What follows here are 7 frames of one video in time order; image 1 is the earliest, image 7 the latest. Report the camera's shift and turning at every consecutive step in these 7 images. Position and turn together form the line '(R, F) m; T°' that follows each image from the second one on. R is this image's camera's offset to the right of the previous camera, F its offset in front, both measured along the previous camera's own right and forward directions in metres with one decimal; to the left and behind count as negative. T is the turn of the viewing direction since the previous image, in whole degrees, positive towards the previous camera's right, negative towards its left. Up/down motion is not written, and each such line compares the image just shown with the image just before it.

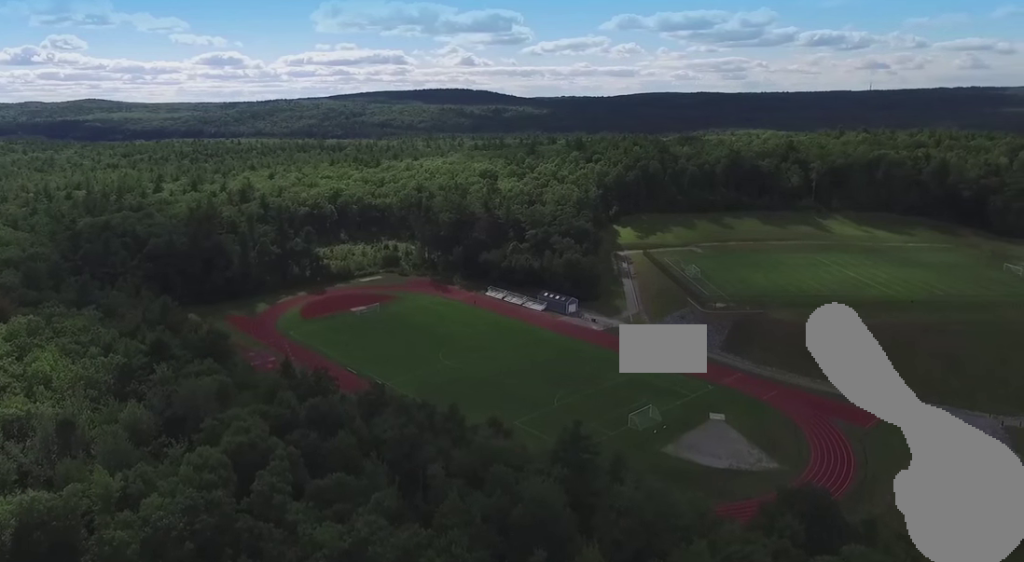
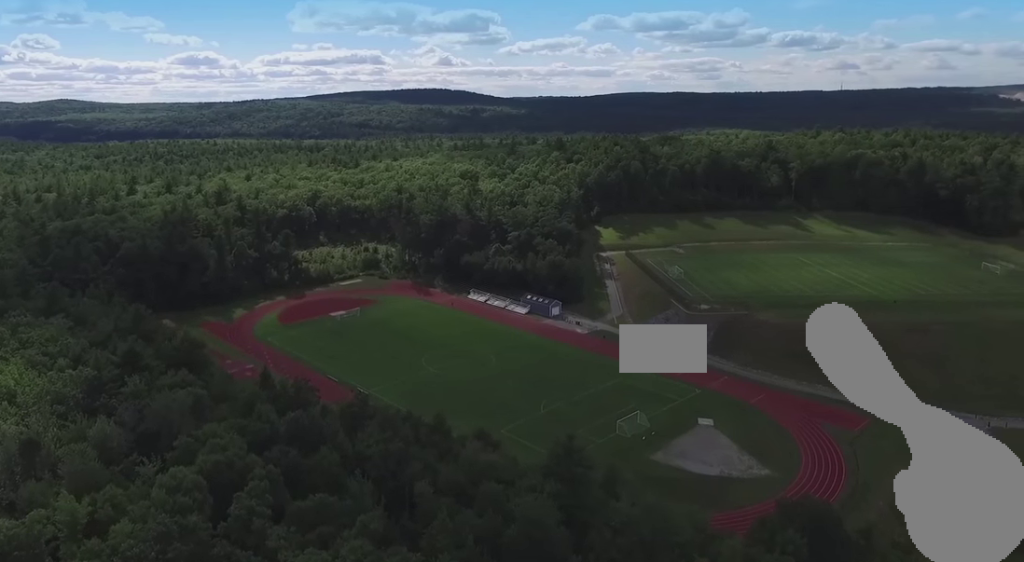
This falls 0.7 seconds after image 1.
(+0.1, +4.8) m; +1°
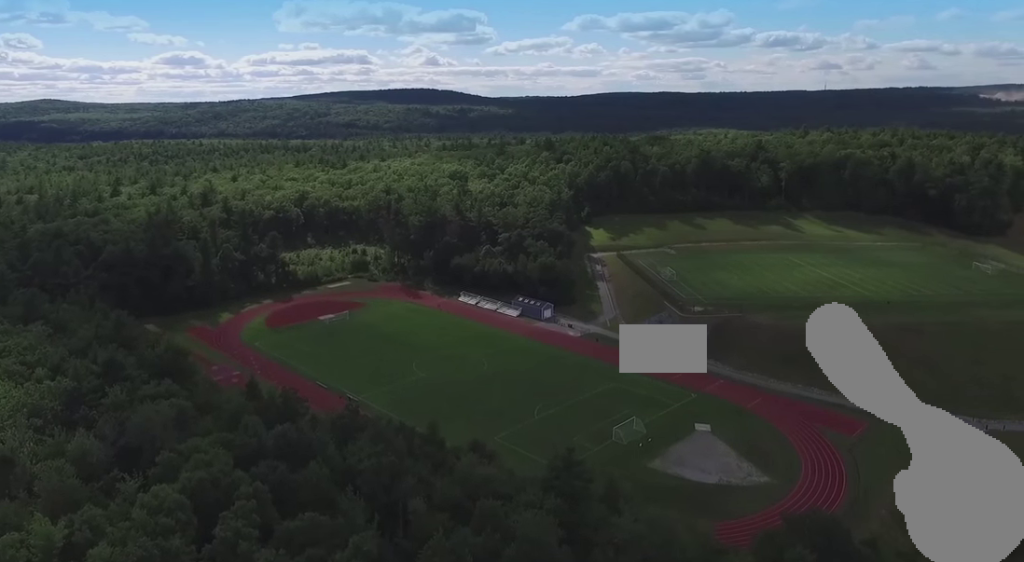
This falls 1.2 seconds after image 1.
(0.0, +4.0) m; +1°
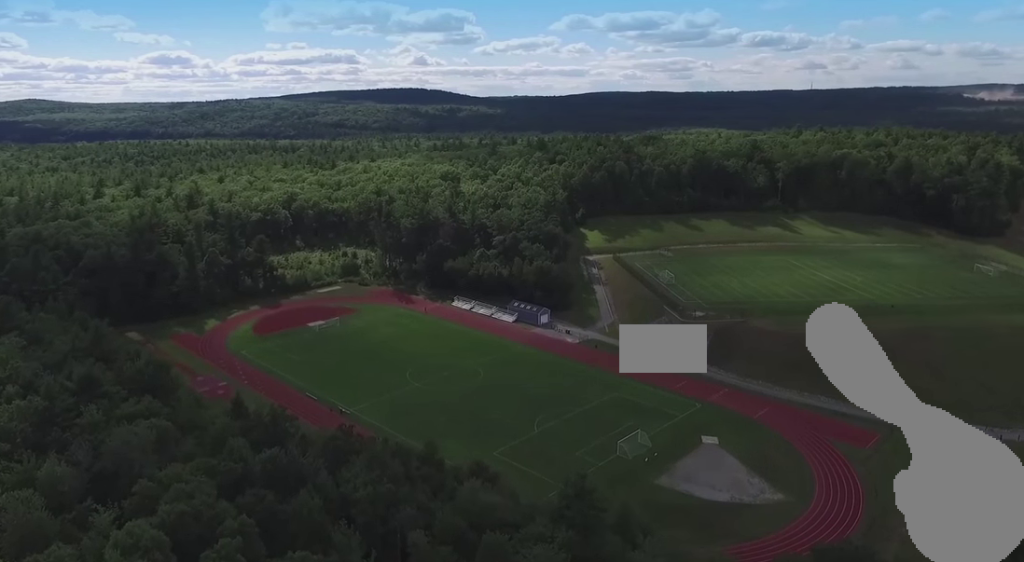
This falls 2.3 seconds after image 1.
(+0.1, +7.0) m; +1°
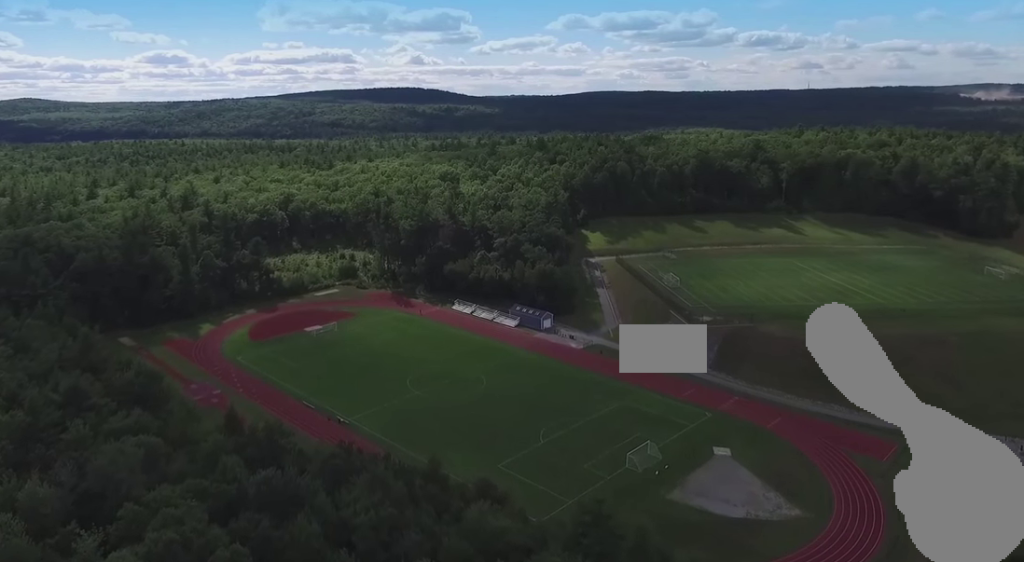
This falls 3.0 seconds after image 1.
(0.0, +5.1) m; +2°
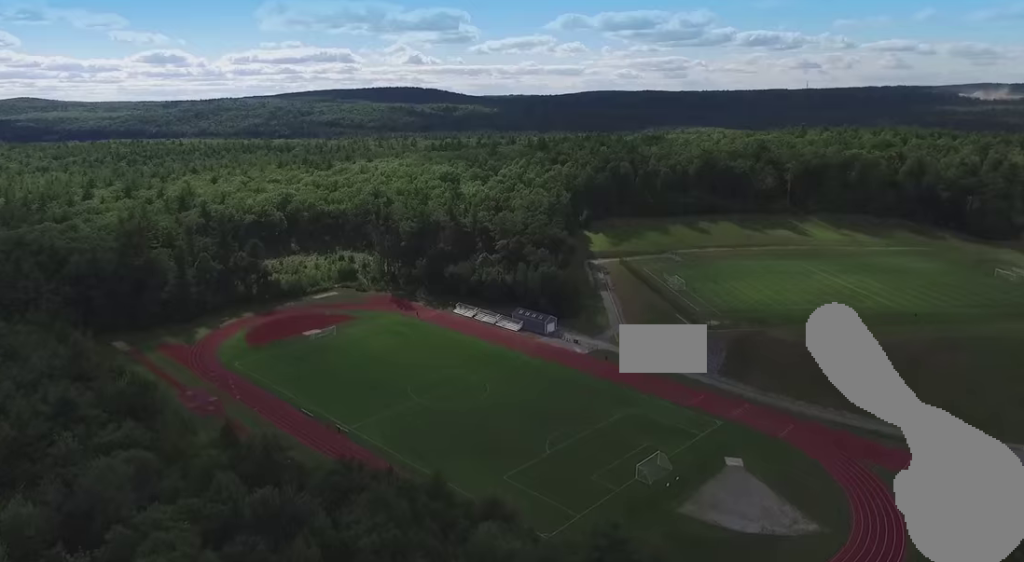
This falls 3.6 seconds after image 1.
(+0.1, +4.8) m; +2°
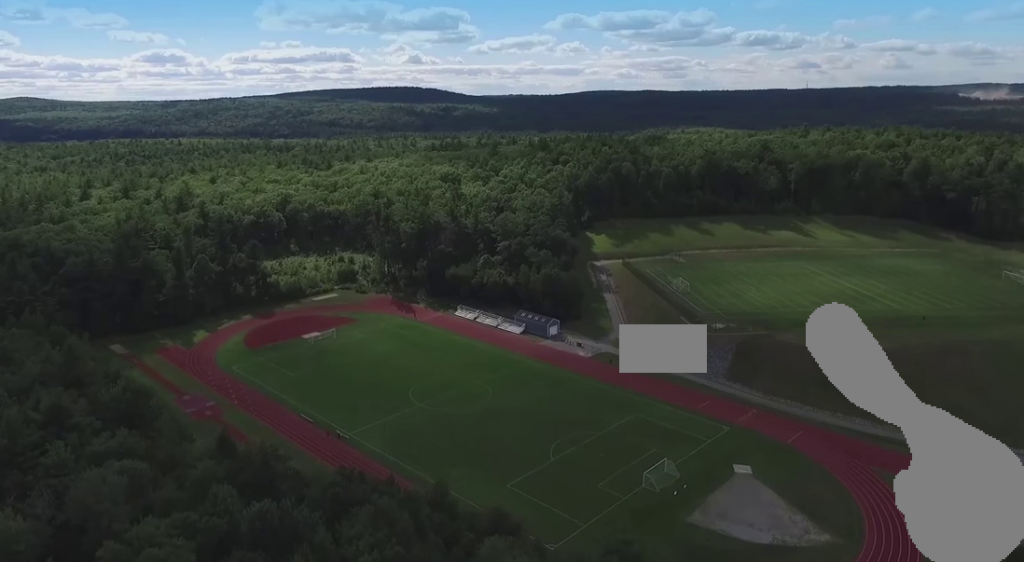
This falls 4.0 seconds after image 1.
(0.0, +3.1) m; +1°
